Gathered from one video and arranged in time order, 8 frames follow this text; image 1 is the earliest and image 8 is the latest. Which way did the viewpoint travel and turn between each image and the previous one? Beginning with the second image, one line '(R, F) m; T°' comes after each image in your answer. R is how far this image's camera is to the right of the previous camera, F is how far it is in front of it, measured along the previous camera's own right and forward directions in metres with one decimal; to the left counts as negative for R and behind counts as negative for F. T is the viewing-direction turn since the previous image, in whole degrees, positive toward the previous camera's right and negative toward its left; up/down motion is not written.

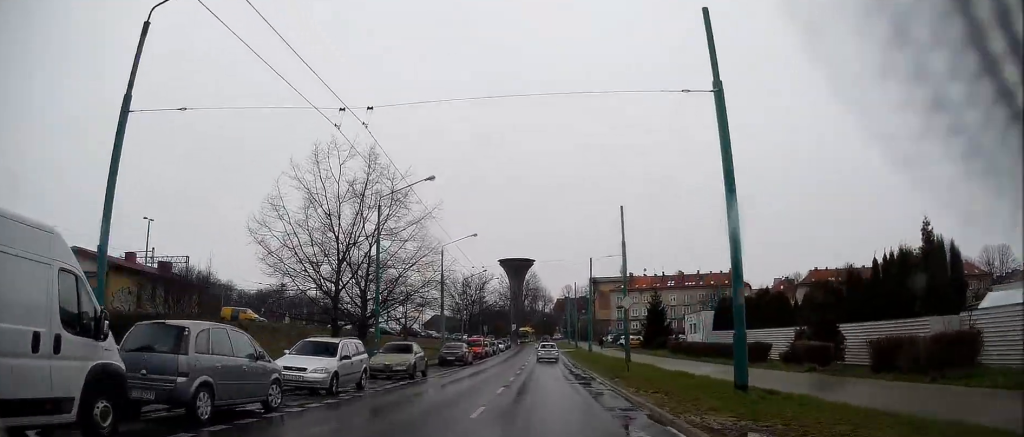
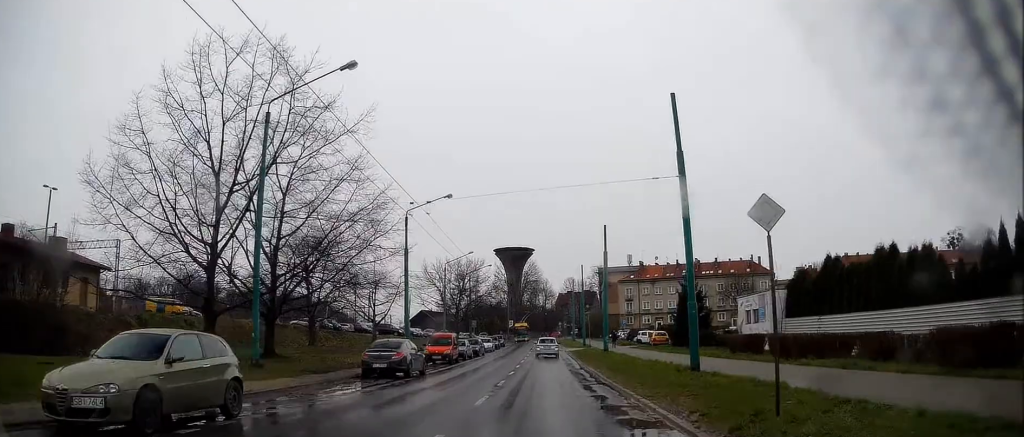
(-0.1, +16.4) m; -1°
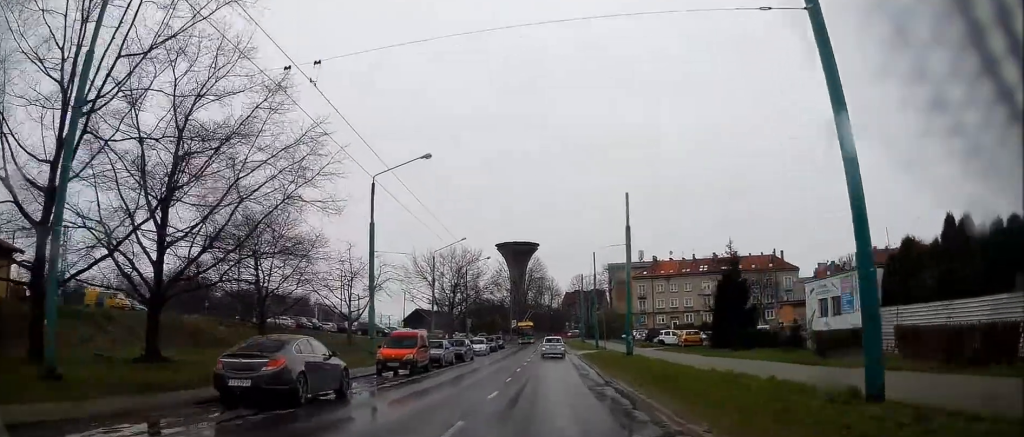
(-0.1, +10.8) m; 0°
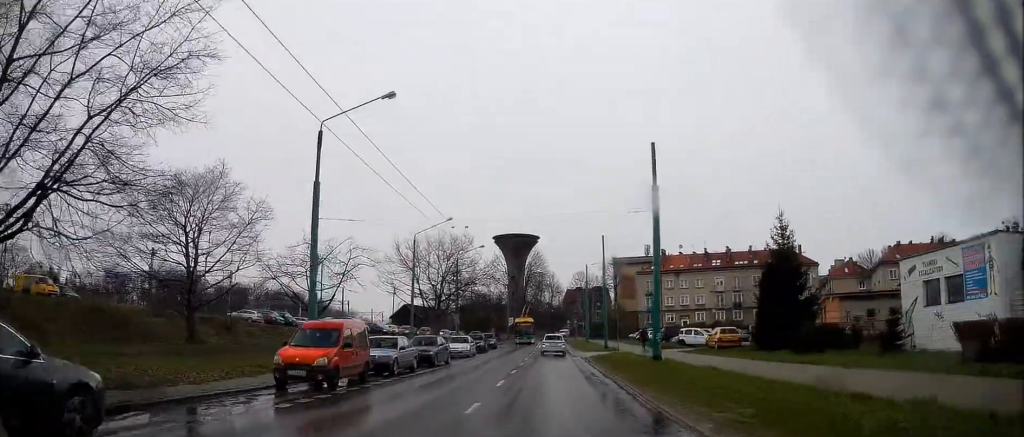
(0.0, +9.4) m; +1°
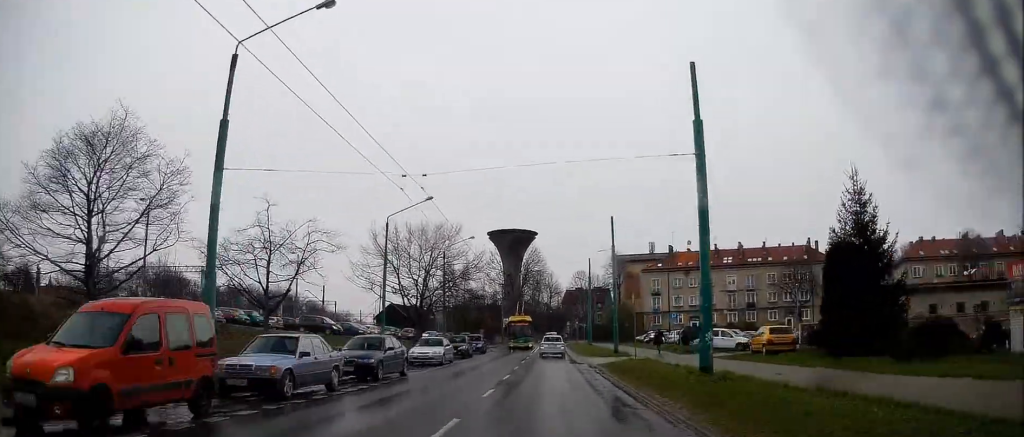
(+0.1, +8.8) m; 0°
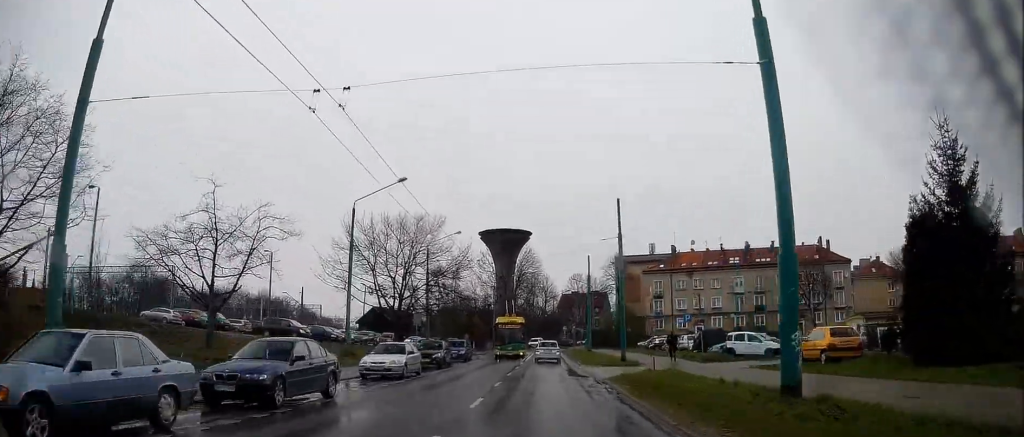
(+0.1, +7.0) m; 0°
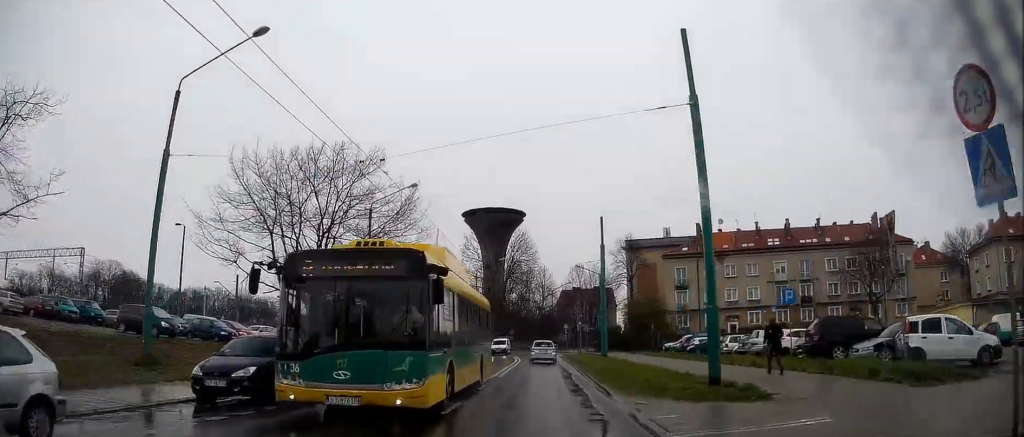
(0.0, +19.9) m; 0°
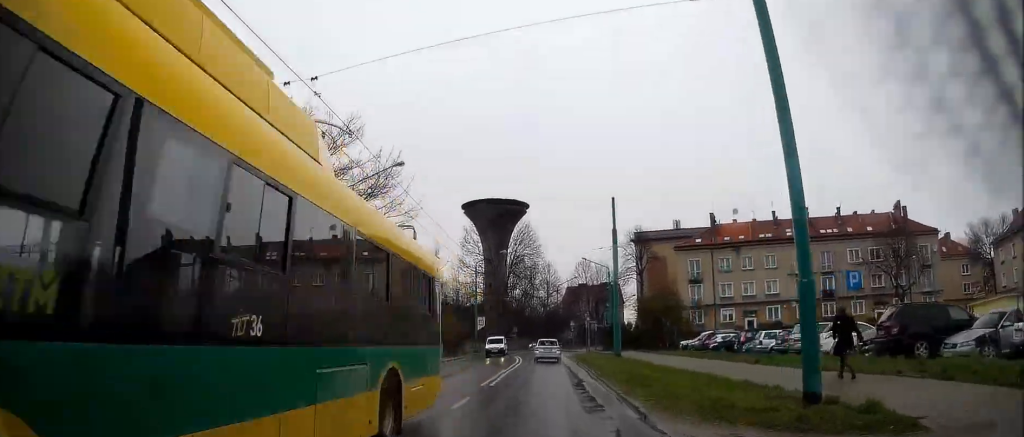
(0.0, +5.4) m; 0°
